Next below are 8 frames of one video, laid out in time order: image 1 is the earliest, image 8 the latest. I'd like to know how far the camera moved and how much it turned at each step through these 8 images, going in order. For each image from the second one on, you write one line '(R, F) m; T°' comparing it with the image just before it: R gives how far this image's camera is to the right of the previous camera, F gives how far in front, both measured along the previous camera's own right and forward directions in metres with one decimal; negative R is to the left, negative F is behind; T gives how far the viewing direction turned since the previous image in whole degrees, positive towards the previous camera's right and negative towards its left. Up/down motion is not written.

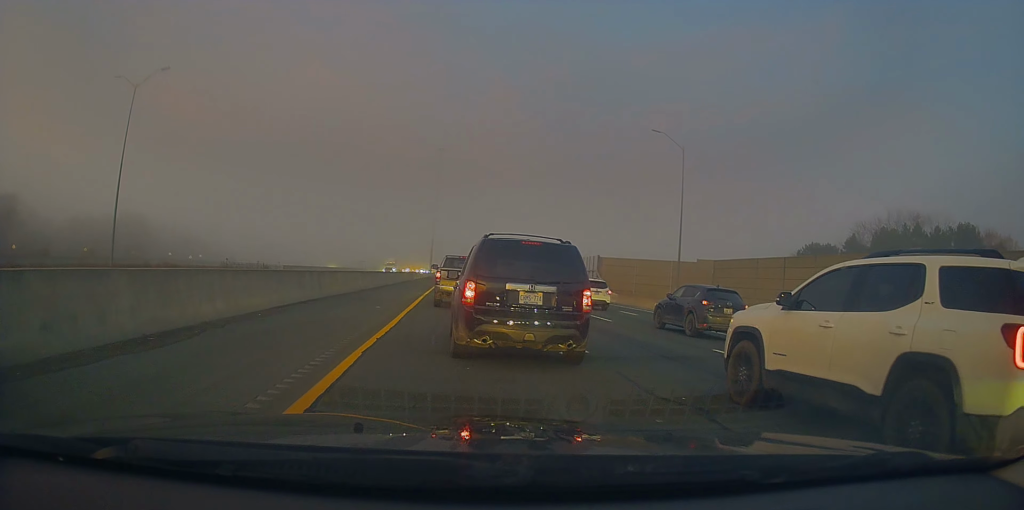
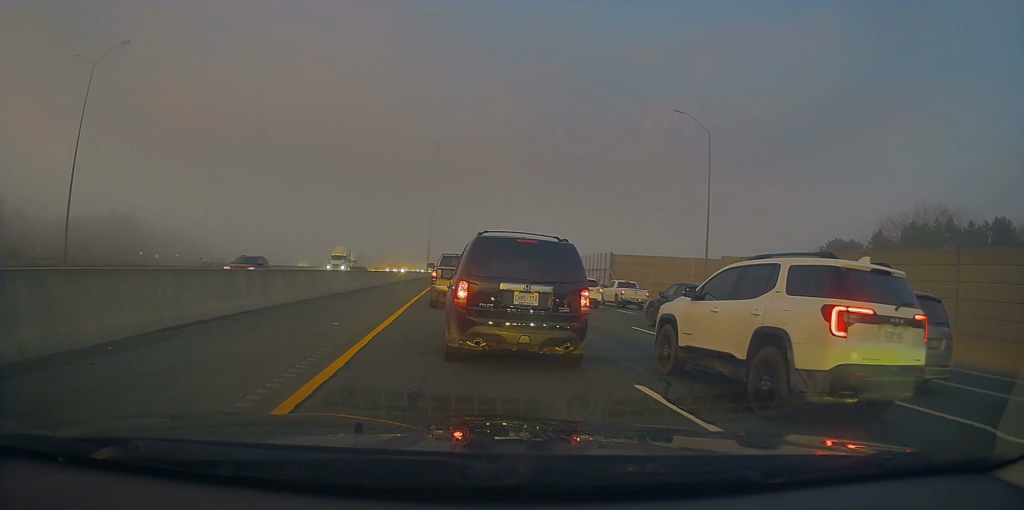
(+0.3, +5.5) m; +4°
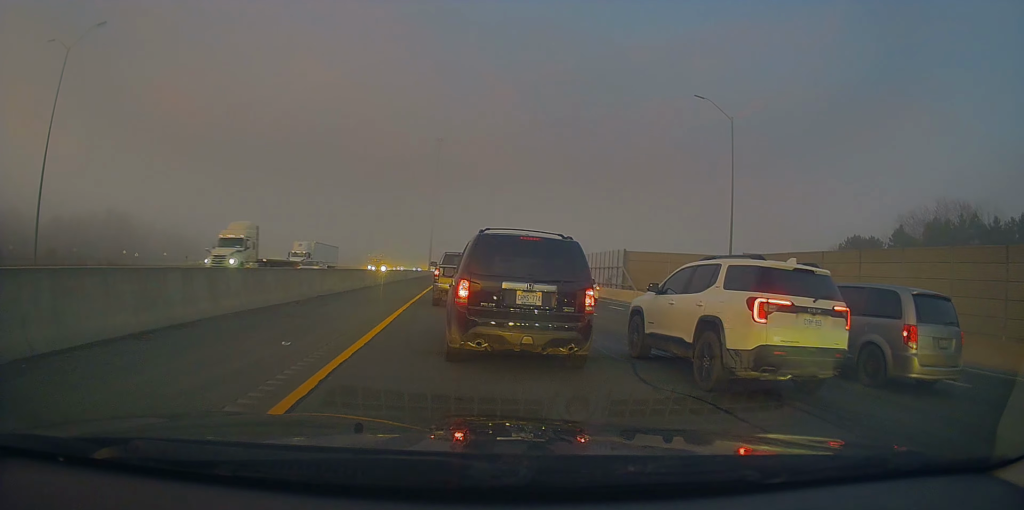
(+0.1, +3.9) m; +5°
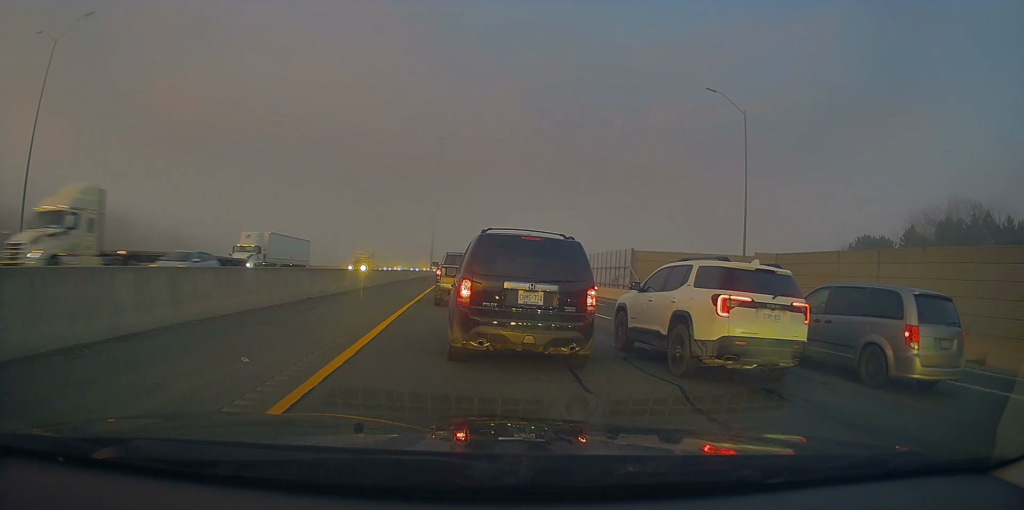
(+0.1, +2.0) m; +2°
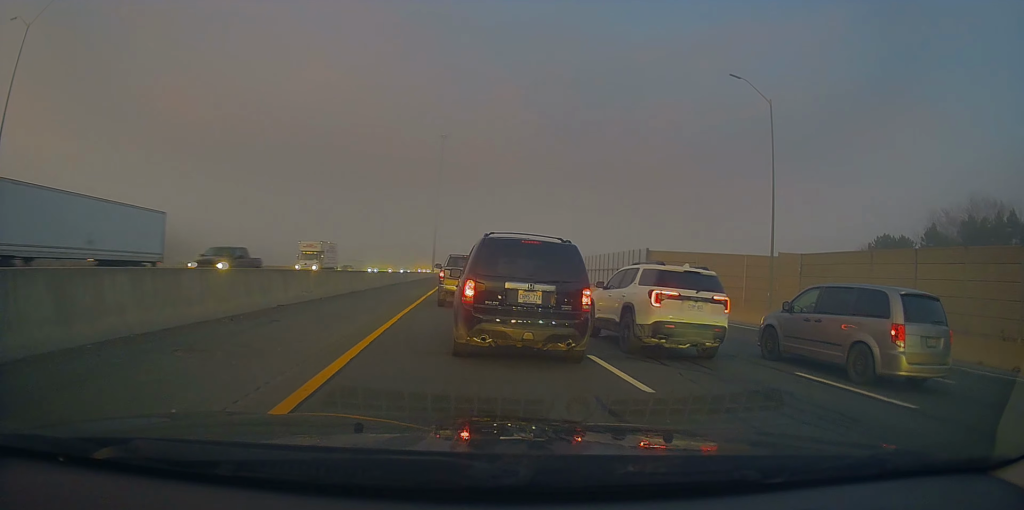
(-0.2, +4.1) m; -6°
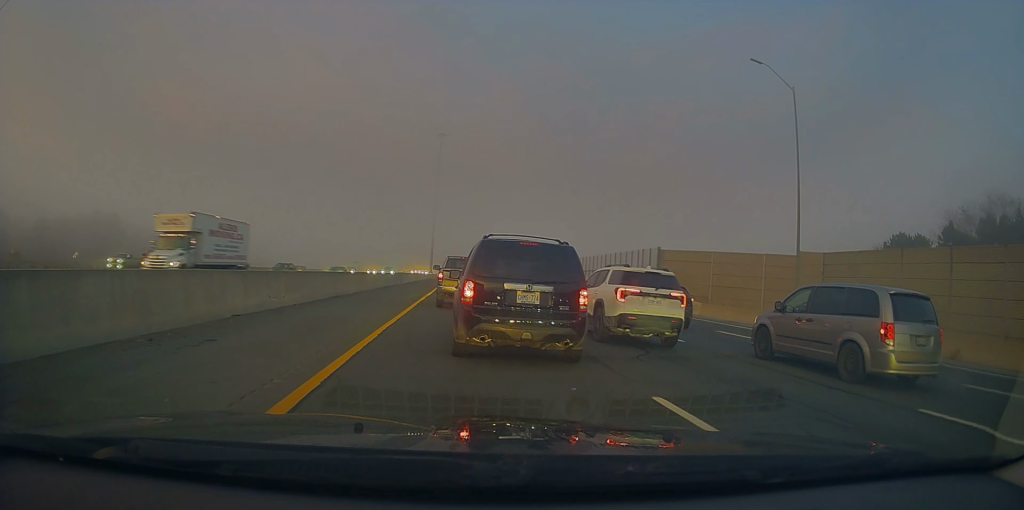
(-0.1, +3.9) m; -4°
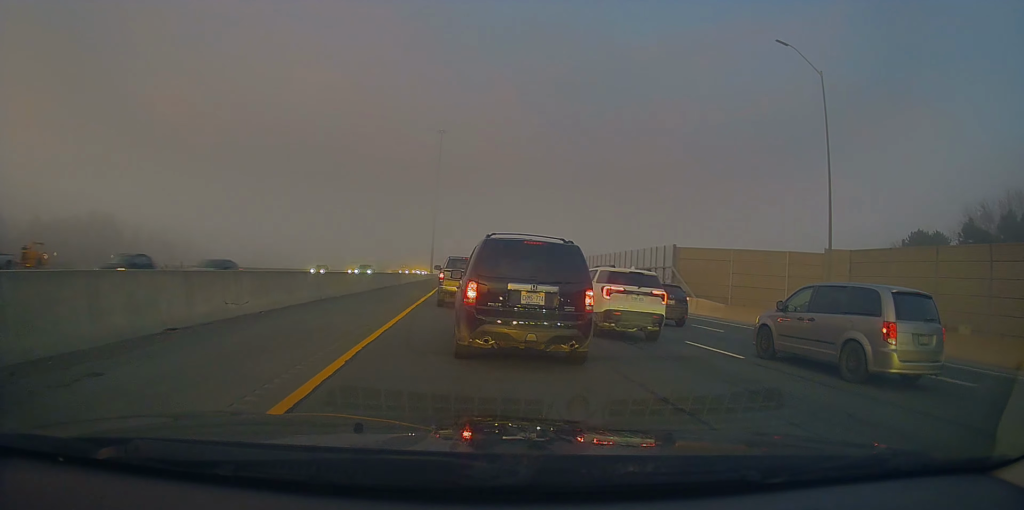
(-0.1, +3.5) m; -2°
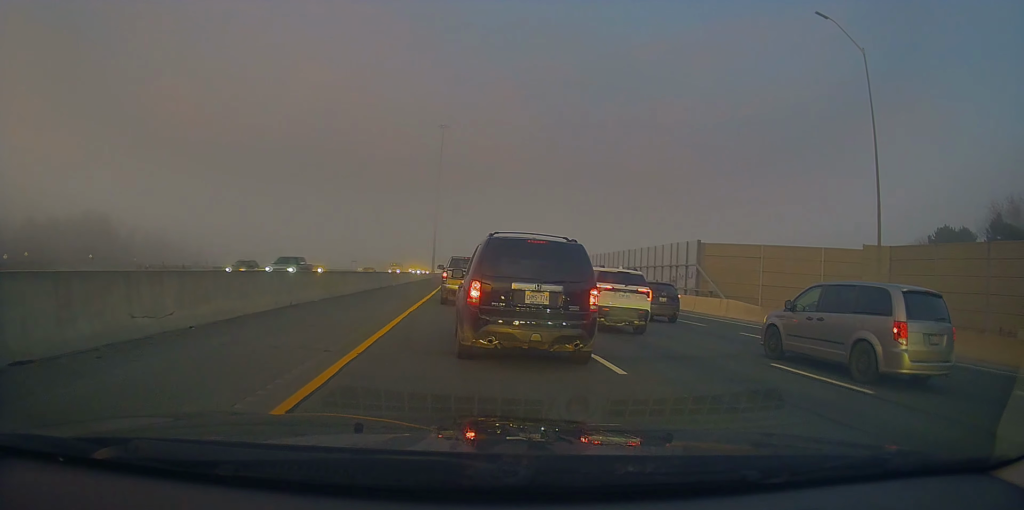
(0.0, +4.5) m; -2°
